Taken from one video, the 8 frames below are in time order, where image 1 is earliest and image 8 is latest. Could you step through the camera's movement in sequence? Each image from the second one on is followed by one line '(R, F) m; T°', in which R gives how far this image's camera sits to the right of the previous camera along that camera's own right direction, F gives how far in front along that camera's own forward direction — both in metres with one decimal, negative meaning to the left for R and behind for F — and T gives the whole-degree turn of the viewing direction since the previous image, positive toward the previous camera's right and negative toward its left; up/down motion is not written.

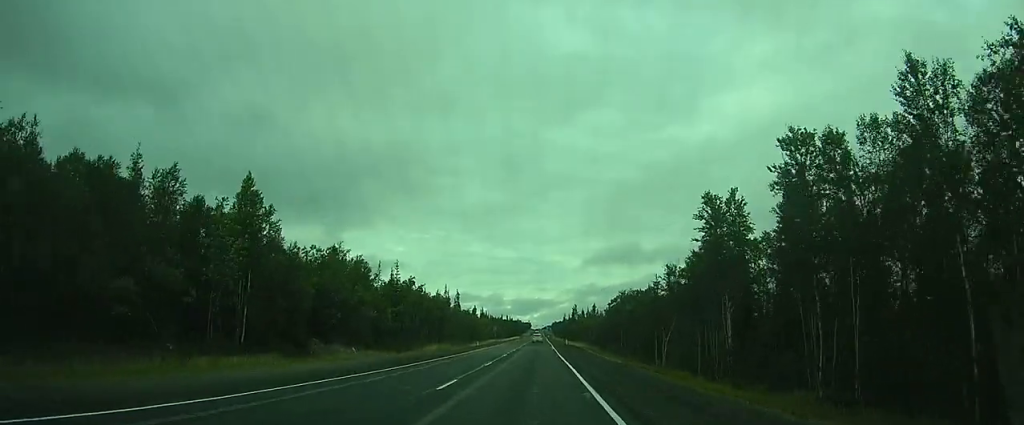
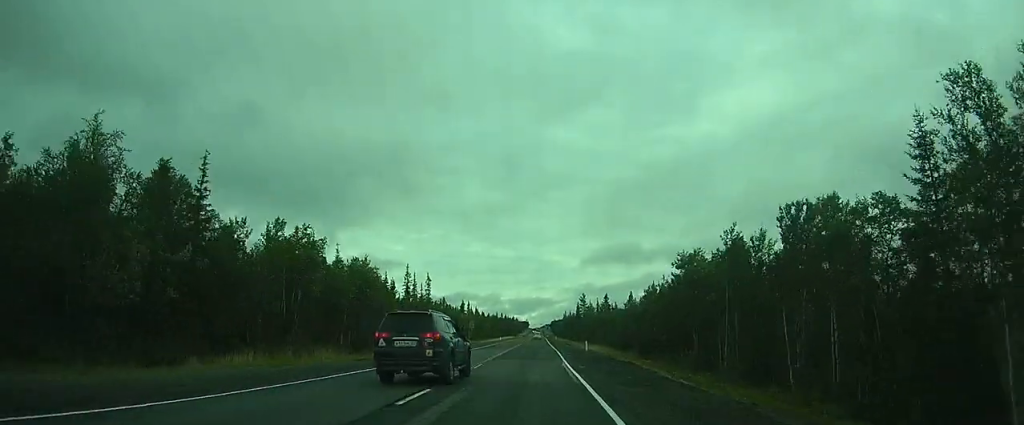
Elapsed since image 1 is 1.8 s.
(-0.2, +38.9) m; 0°
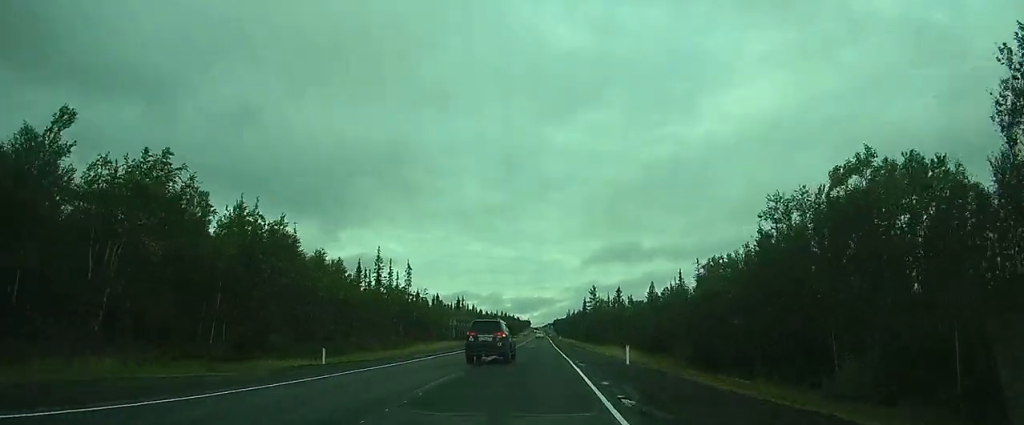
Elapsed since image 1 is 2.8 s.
(+0.1, +19.8) m; 0°
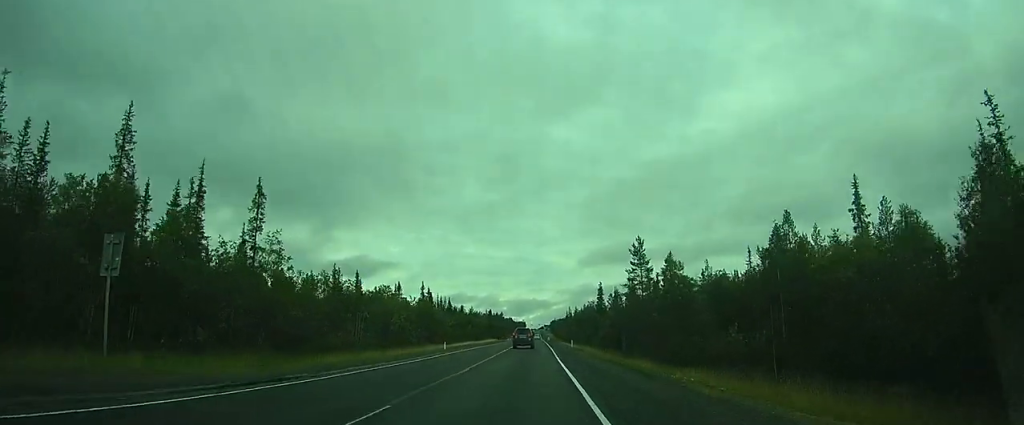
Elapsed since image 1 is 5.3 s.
(+0.3, +52.7) m; +1°
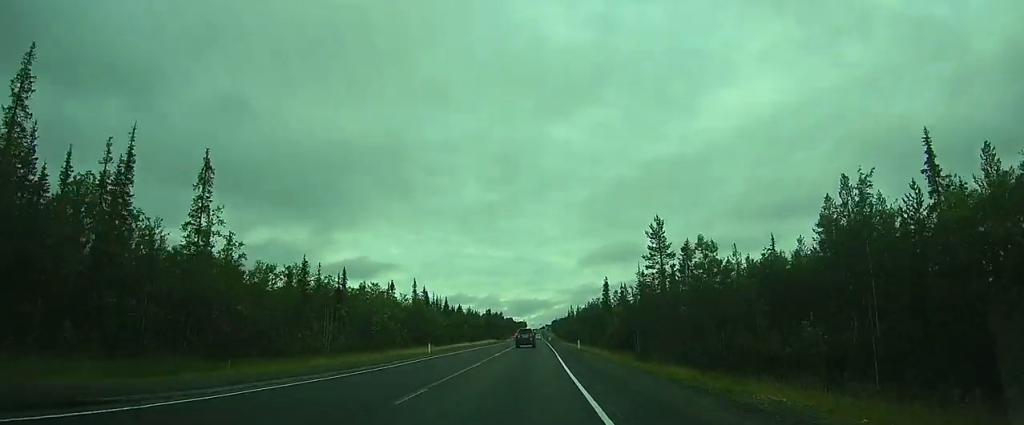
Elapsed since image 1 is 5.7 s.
(0.0, +8.1) m; 0°
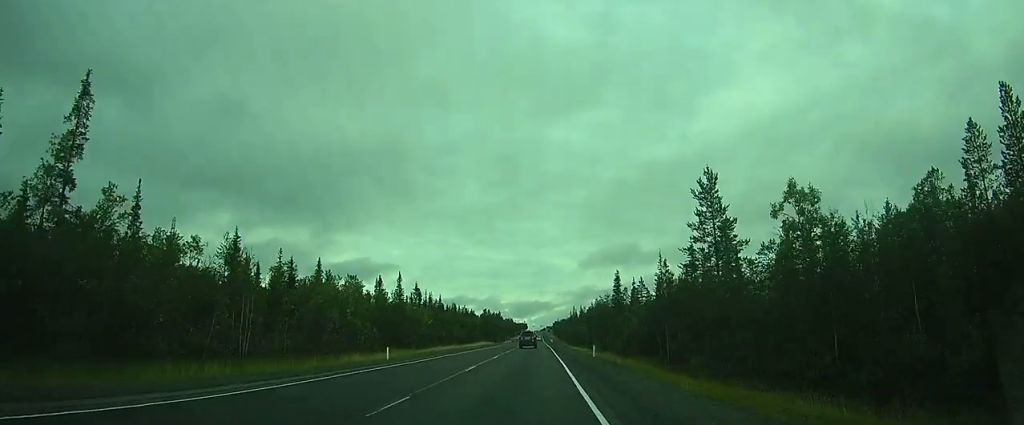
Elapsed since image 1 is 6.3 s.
(+0.1, +12.3) m; 0°
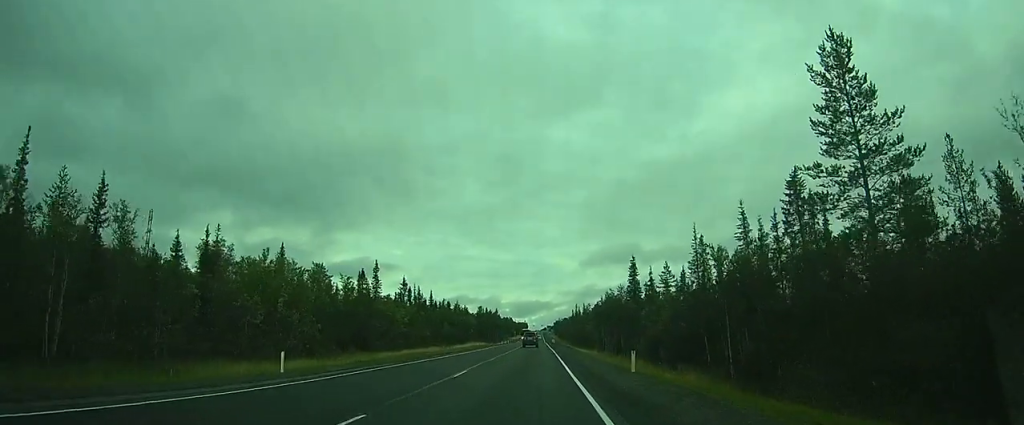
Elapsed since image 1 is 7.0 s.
(0.0, +13.4) m; 0°
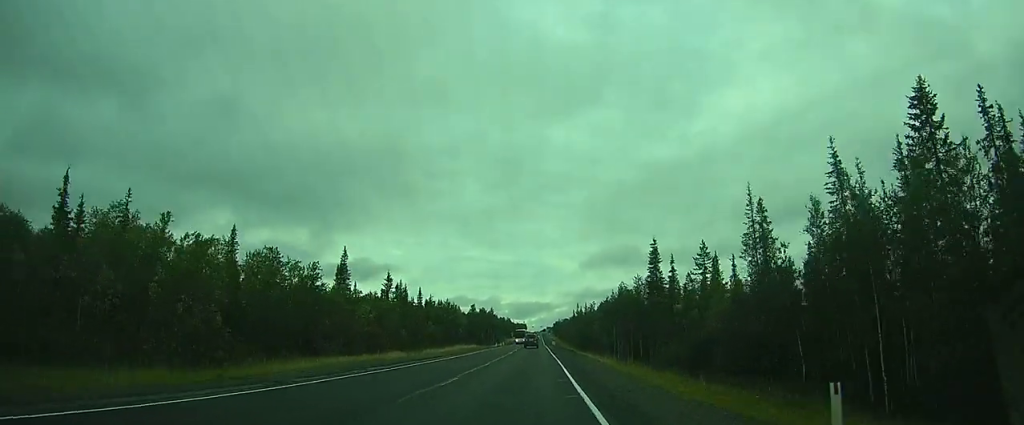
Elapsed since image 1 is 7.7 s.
(0.0, +12.5) m; 0°
